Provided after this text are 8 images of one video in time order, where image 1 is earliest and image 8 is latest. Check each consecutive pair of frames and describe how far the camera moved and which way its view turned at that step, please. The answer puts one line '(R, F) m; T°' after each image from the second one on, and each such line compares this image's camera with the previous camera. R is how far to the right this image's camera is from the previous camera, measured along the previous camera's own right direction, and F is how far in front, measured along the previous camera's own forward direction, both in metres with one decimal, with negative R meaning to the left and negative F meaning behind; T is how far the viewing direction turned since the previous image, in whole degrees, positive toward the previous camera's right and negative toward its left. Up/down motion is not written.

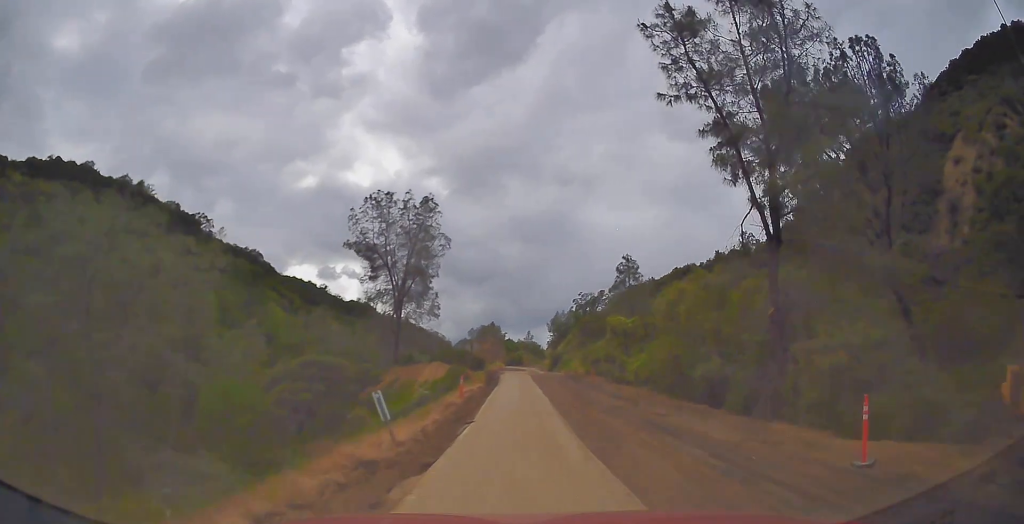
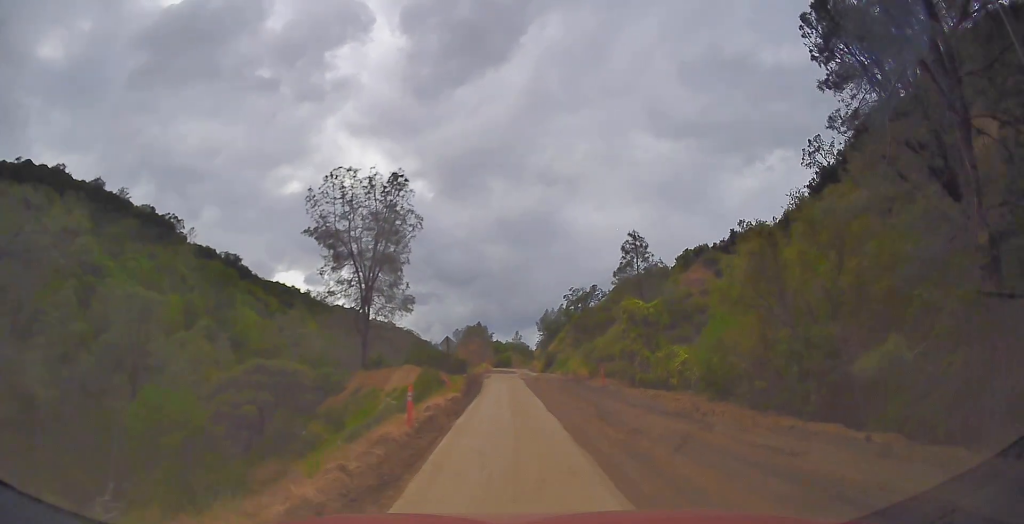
(+0.3, +8.5) m; +6°
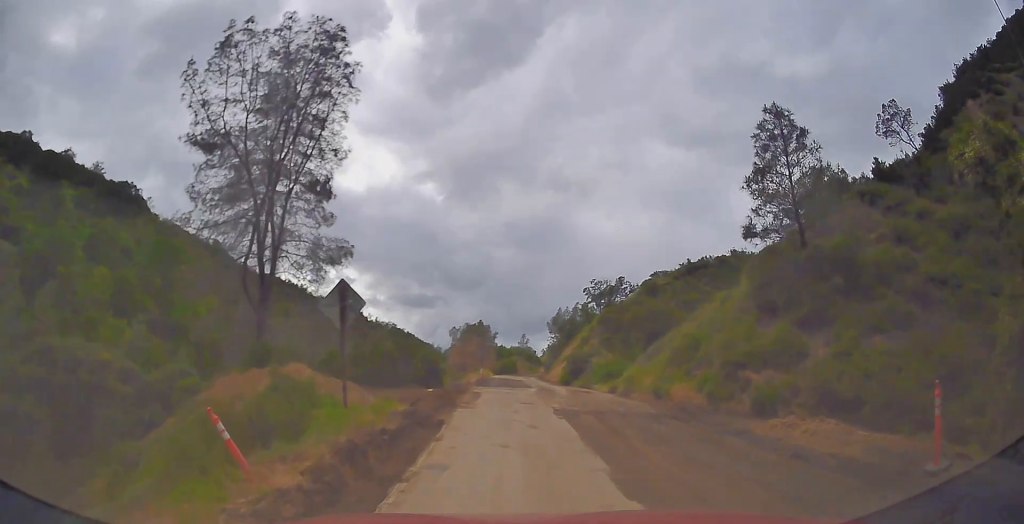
(-0.5, +22.1) m; -6°
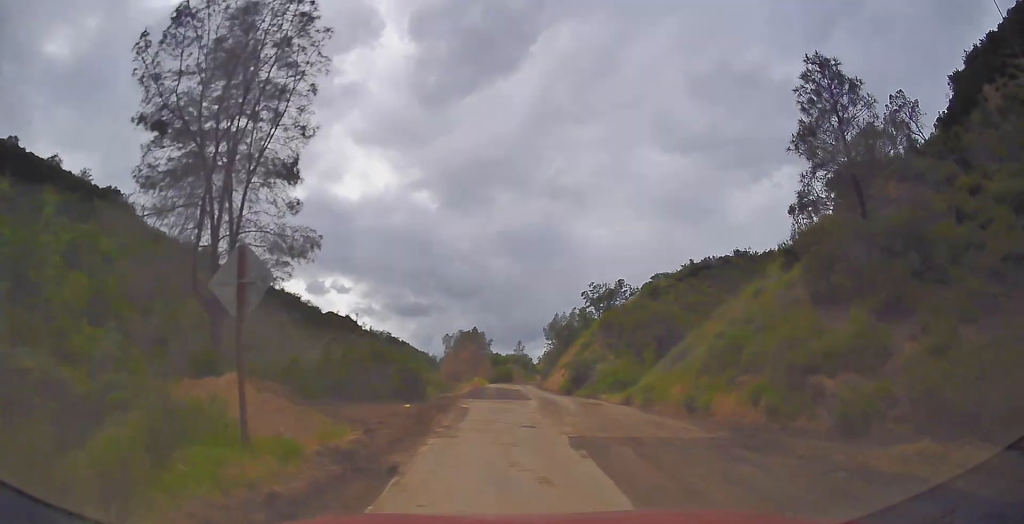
(-0.2, +5.0) m; 0°
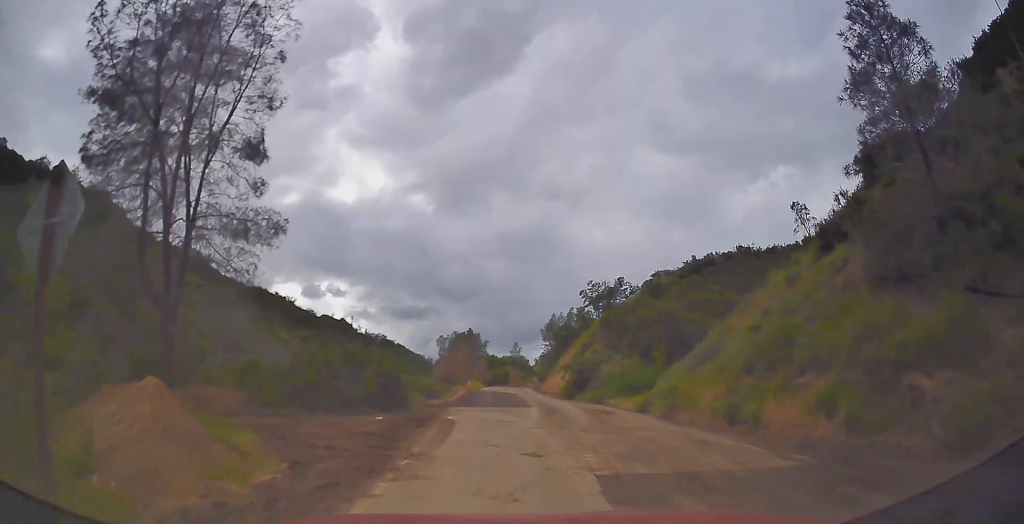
(-0.3, +4.1) m; 0°
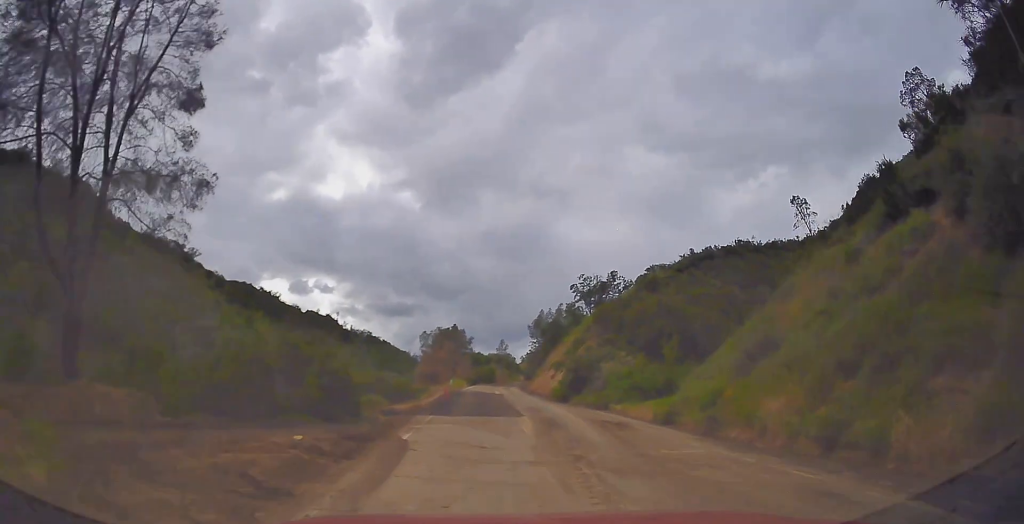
(+0.5, +6.0) m; +7°
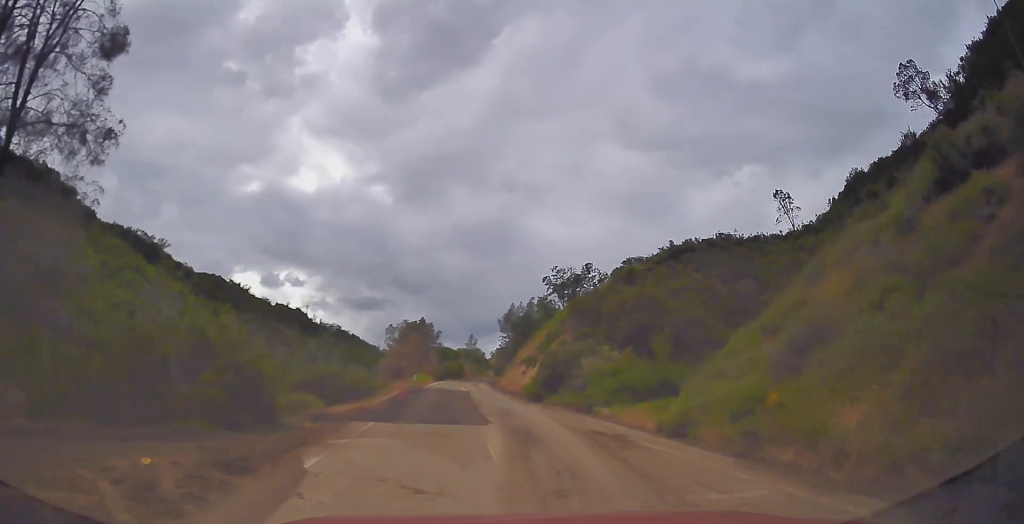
(+0.3, +4.9) m; +6°
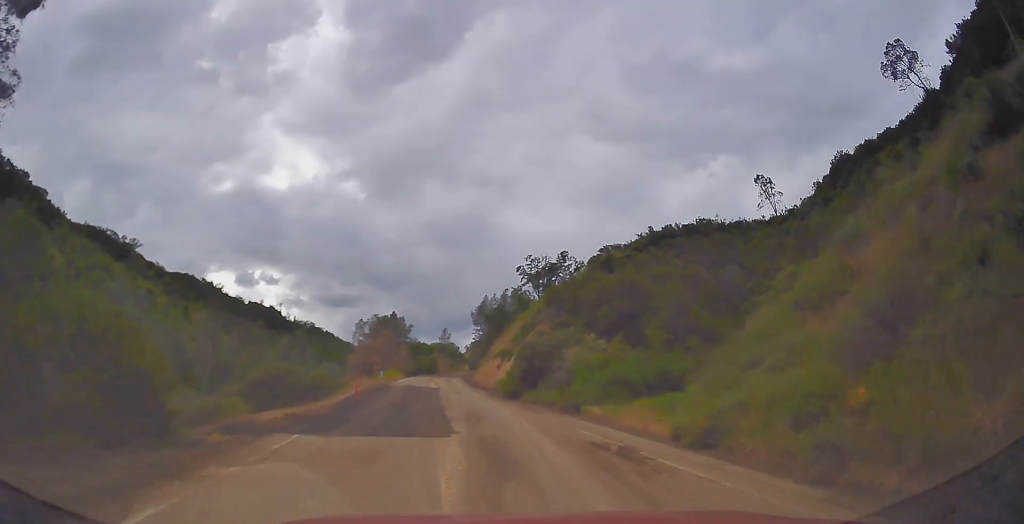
(+0.1, +4.6) m; +5°
